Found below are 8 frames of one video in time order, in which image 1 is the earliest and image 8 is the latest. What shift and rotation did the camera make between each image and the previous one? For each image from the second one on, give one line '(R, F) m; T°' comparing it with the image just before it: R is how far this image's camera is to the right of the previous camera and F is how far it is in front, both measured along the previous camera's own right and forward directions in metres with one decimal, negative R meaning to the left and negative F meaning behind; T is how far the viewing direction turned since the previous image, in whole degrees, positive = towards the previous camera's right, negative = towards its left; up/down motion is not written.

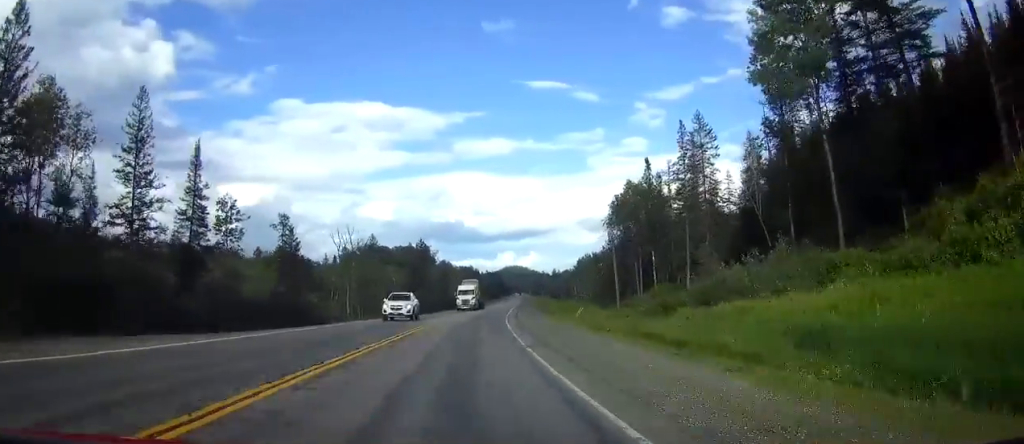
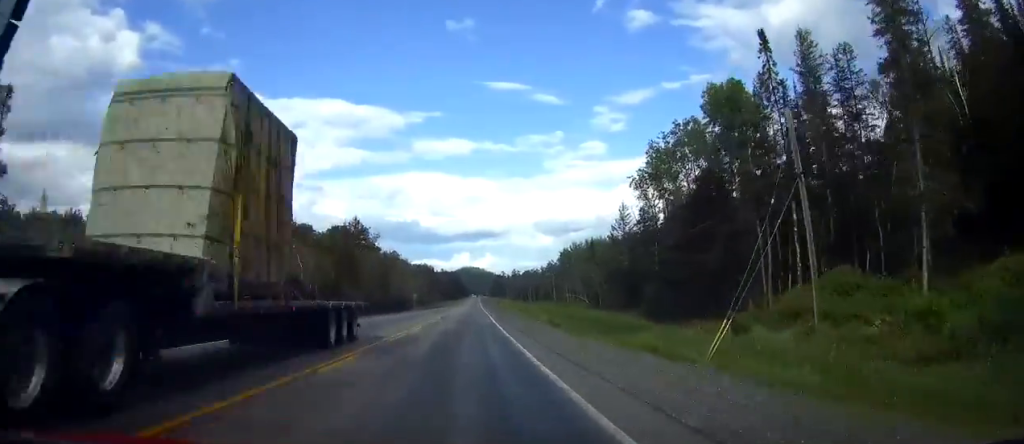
(+1.2, +46.9) m; +7°
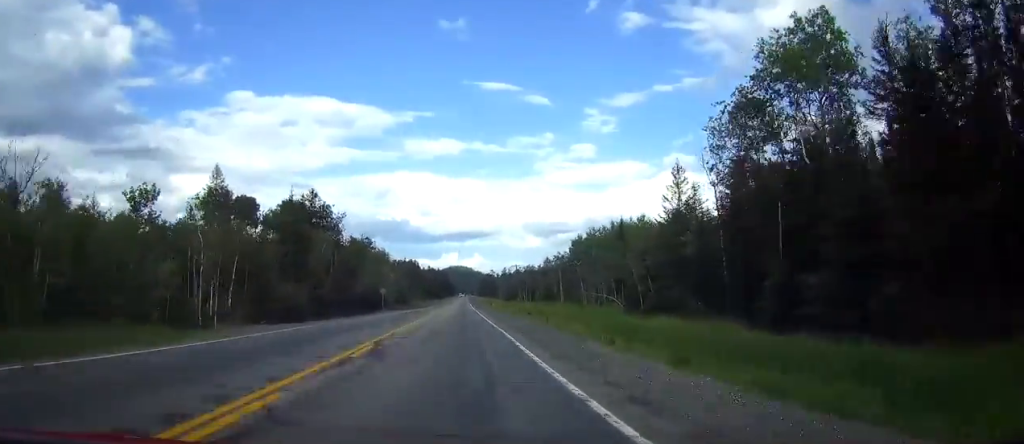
(+2.8, +31.4) m; +6°
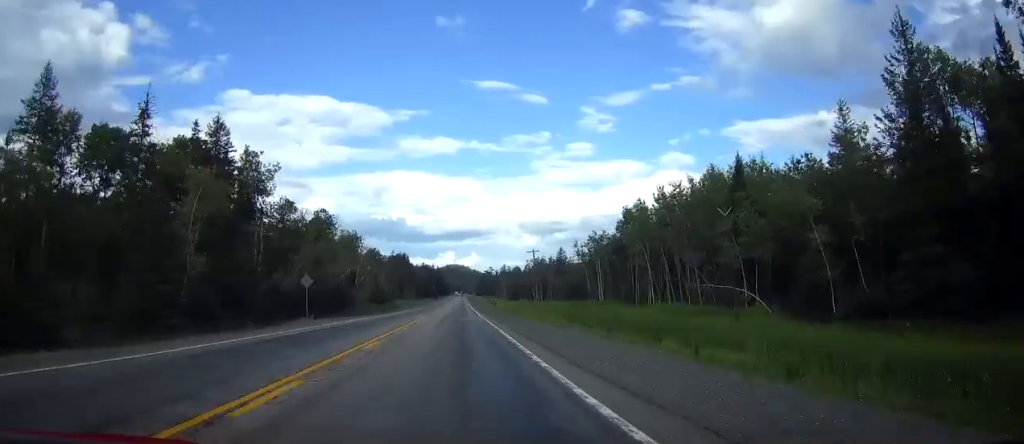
(+0.4, +42.6) m; +1°
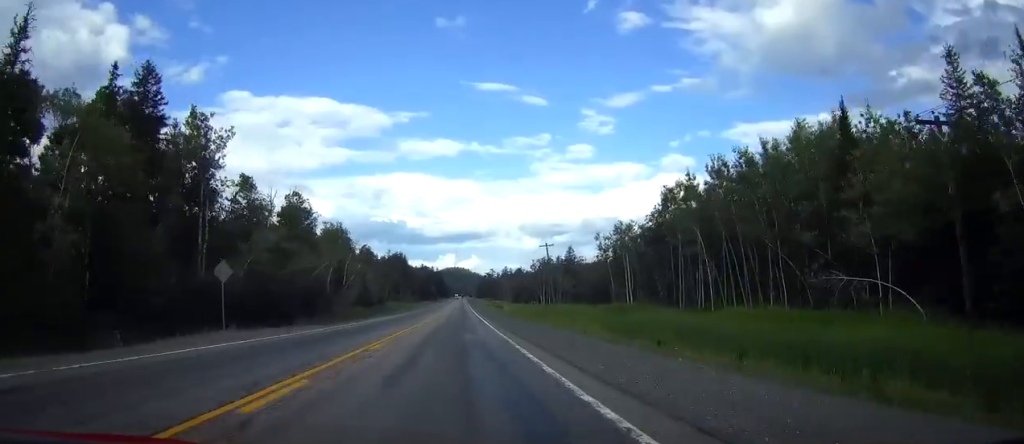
(0.0, +17.2) m; 0°
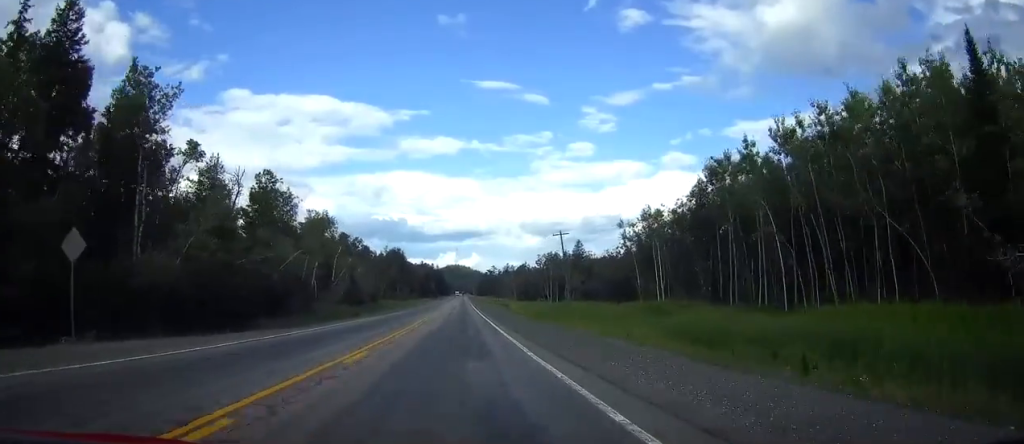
(+0.1, +13.4) m; 0°
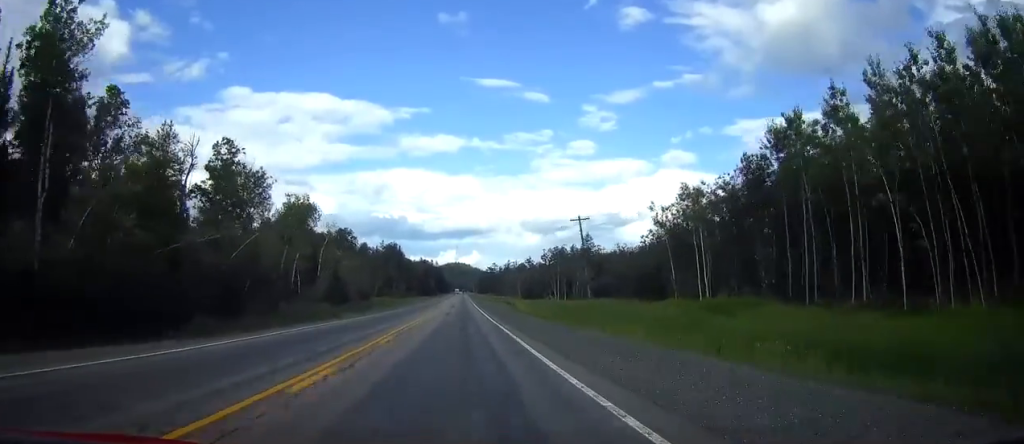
(0.0, +13.4) m; 0°
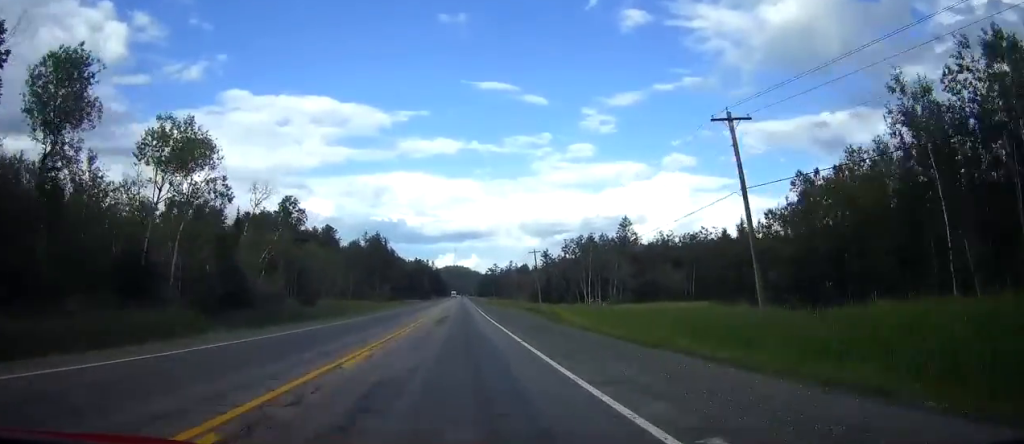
(0.0, +42.1) m; 0°
